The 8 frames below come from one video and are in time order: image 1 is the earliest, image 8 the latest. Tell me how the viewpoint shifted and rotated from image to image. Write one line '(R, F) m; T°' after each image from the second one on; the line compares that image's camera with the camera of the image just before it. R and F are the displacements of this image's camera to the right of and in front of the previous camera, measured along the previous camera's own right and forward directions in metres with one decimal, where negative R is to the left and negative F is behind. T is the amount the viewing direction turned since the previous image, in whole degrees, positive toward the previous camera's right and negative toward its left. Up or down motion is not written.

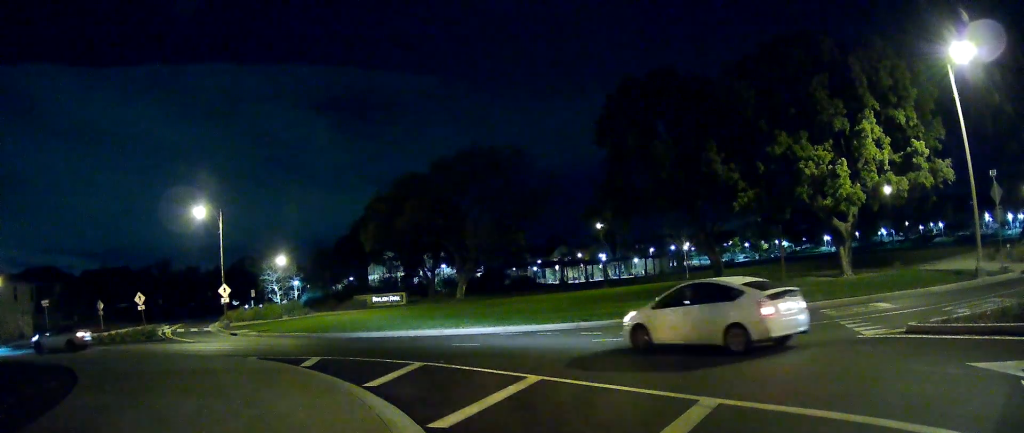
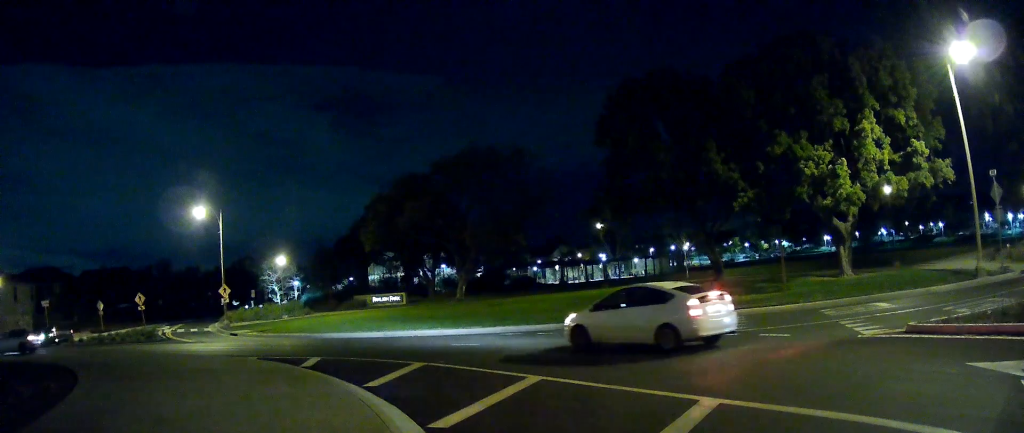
(0.0, 0.0) m; 0°
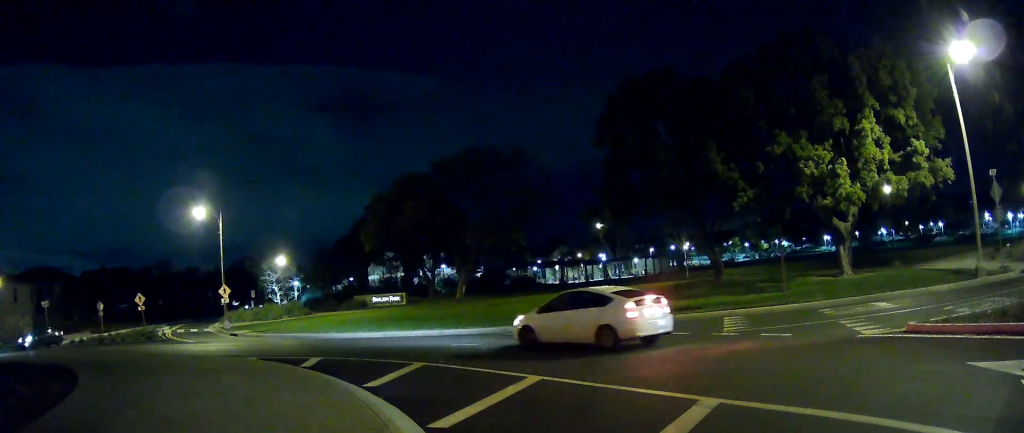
(0.0, 0.0) m; 0°
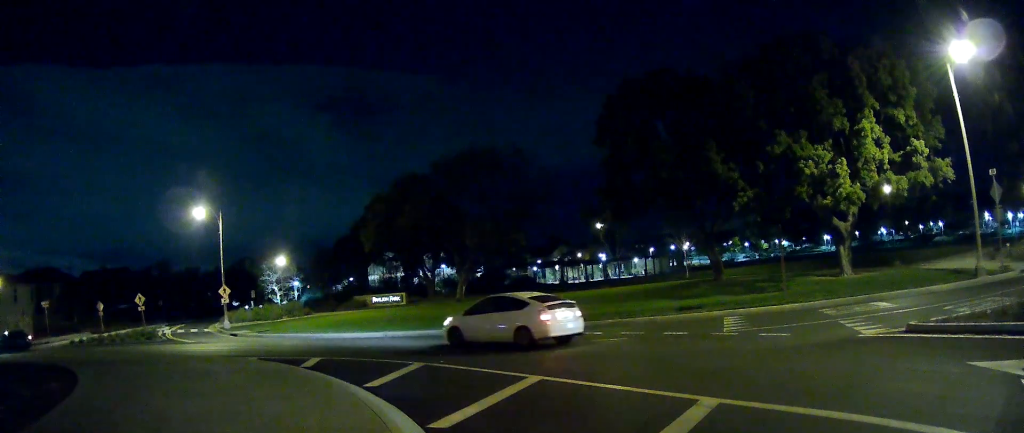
(+0.1, +0.2) m; 0°
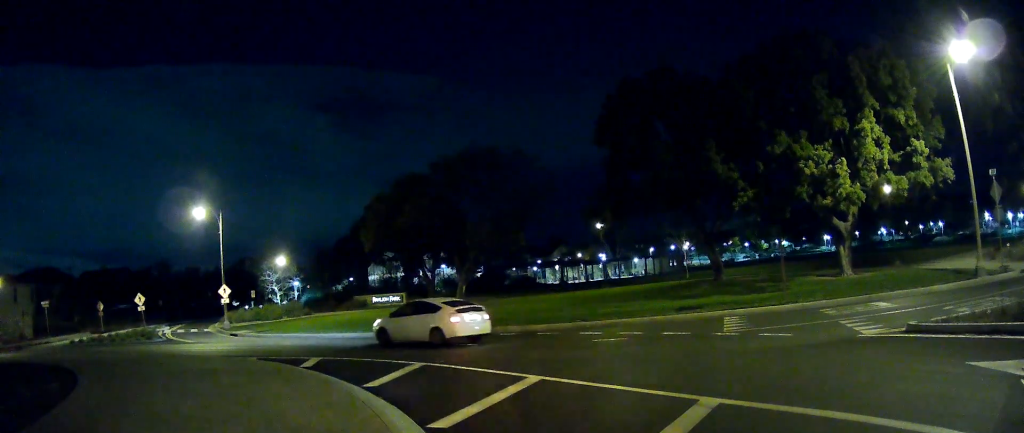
(+0.1, +0.3) m; 0°
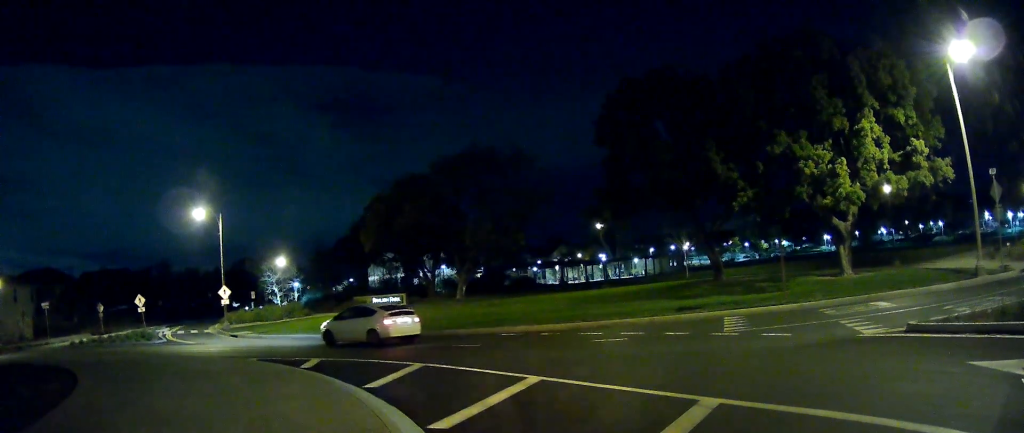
(+0.1, +0.2) m; 0°
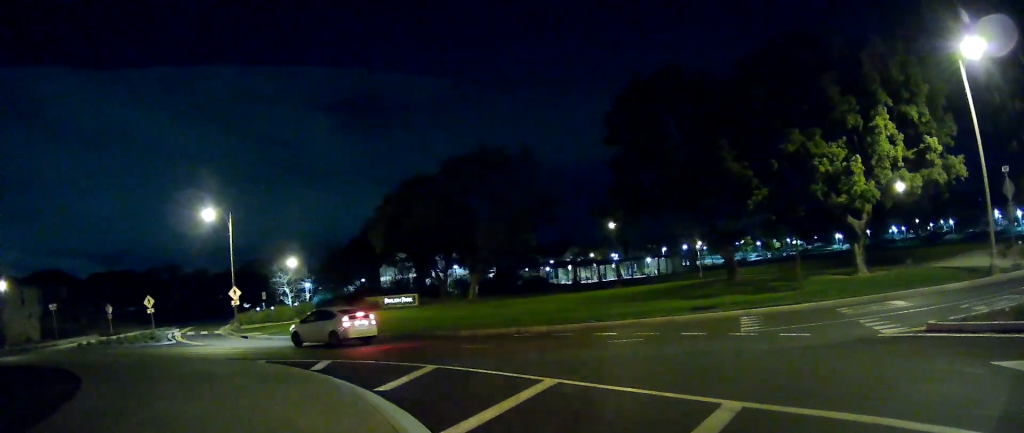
(+0.1, +0.2) m; 0°
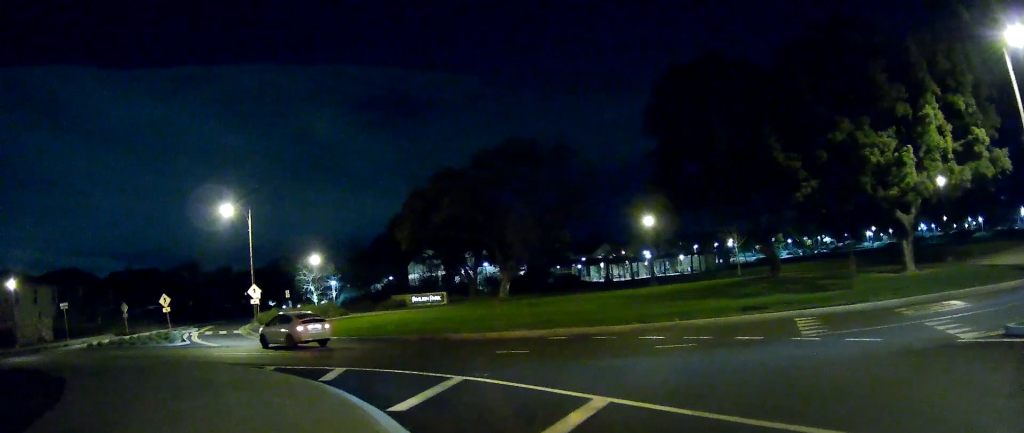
(+0.1, +0.6) m; 0°
